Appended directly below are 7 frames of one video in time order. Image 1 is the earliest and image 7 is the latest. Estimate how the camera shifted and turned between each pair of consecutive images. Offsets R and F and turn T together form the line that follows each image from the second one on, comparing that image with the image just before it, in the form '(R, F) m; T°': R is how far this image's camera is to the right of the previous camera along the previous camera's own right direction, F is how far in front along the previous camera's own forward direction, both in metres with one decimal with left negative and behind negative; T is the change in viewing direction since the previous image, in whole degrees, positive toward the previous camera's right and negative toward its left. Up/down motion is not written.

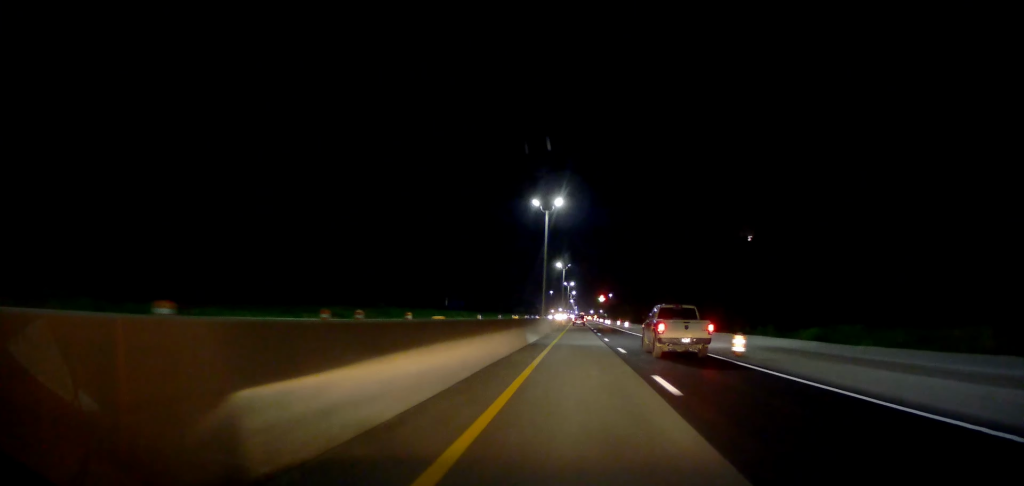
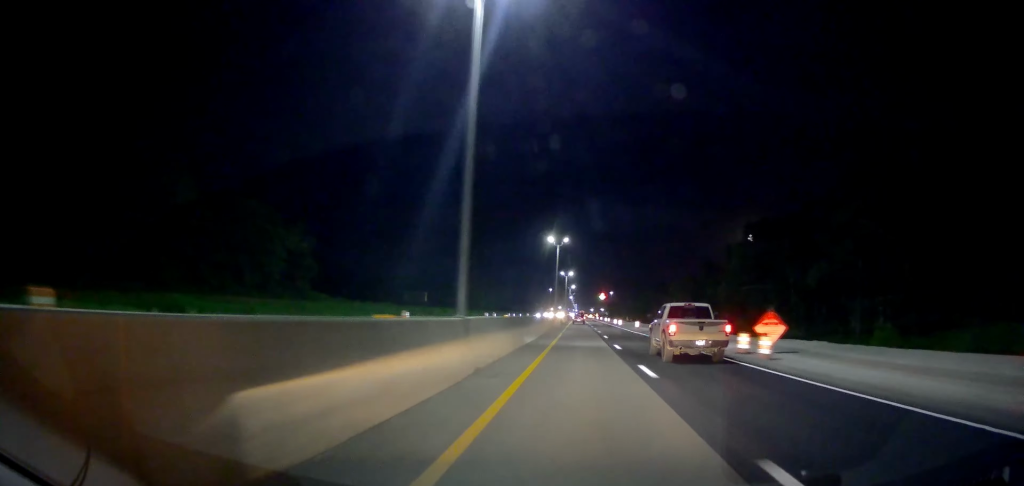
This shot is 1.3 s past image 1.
(+0.2, +33.7) m; 0°
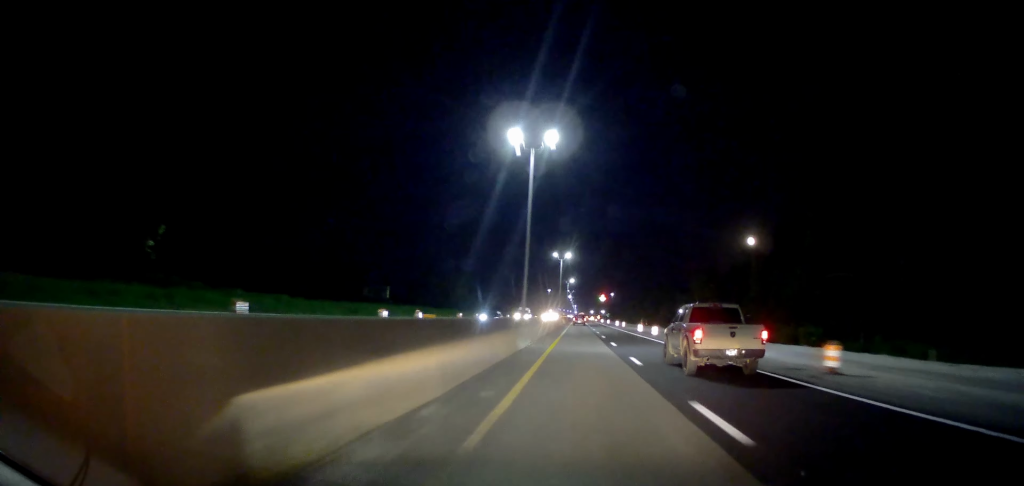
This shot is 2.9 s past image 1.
(-0.2, +44.1) m; +1°
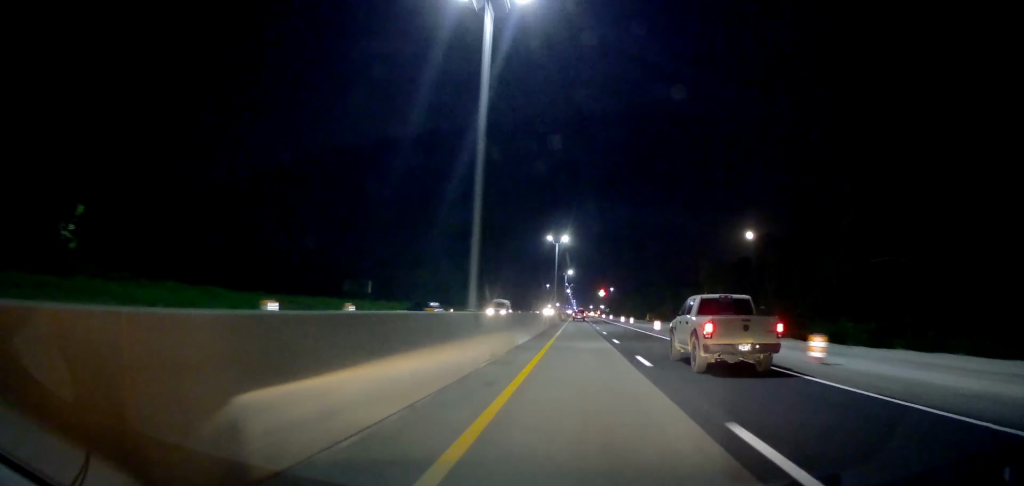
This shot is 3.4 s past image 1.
(+0.2, +14.6) m; +1°
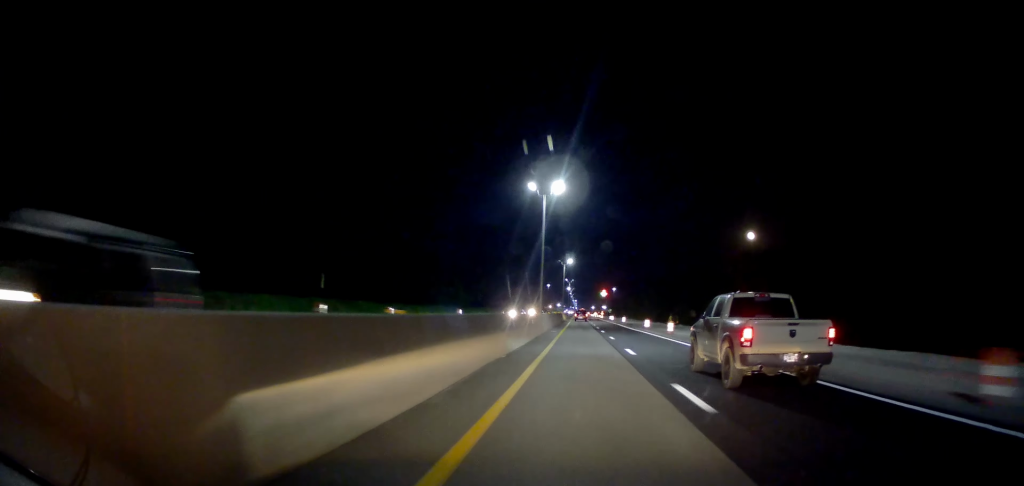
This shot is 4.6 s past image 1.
(0.0, +31.2) m; 0°
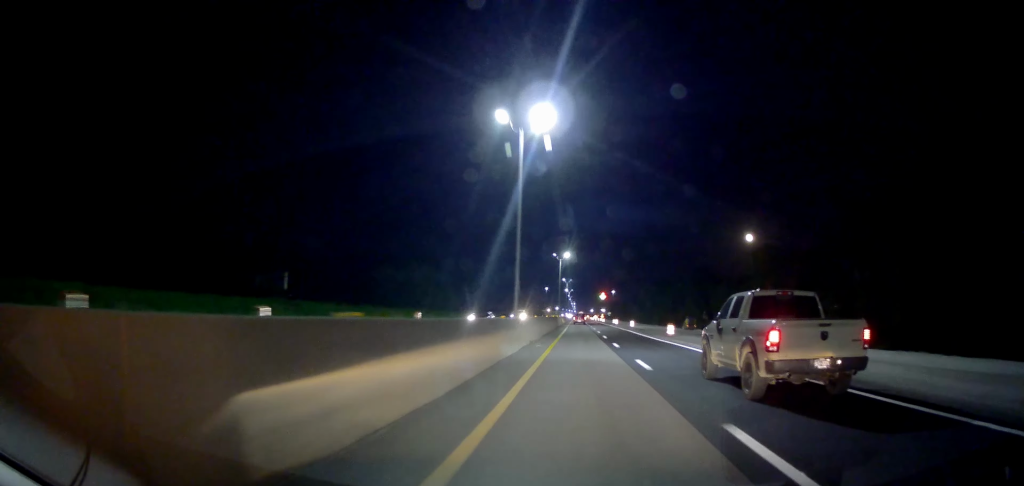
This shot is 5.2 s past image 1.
(0.0, +16.5) m; -1°
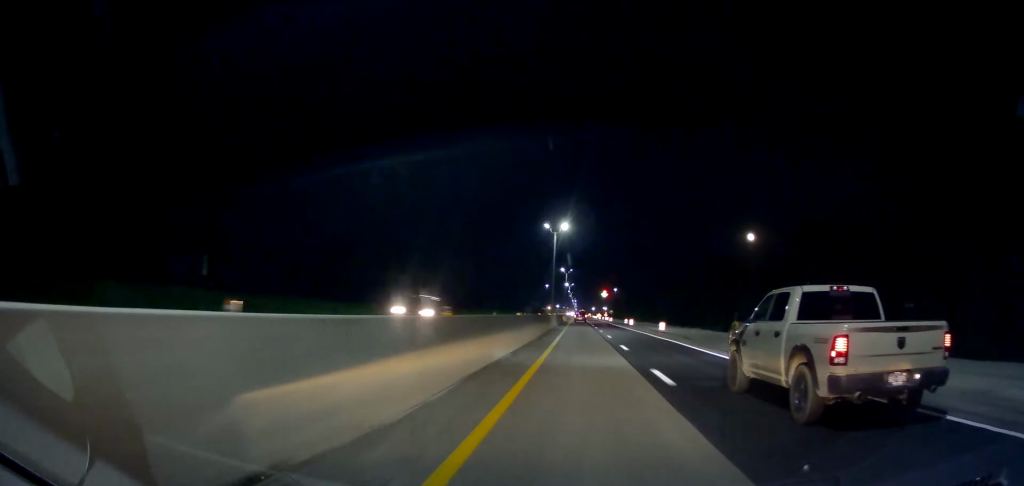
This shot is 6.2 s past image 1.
(-0.4, +27.7) m; 0°
